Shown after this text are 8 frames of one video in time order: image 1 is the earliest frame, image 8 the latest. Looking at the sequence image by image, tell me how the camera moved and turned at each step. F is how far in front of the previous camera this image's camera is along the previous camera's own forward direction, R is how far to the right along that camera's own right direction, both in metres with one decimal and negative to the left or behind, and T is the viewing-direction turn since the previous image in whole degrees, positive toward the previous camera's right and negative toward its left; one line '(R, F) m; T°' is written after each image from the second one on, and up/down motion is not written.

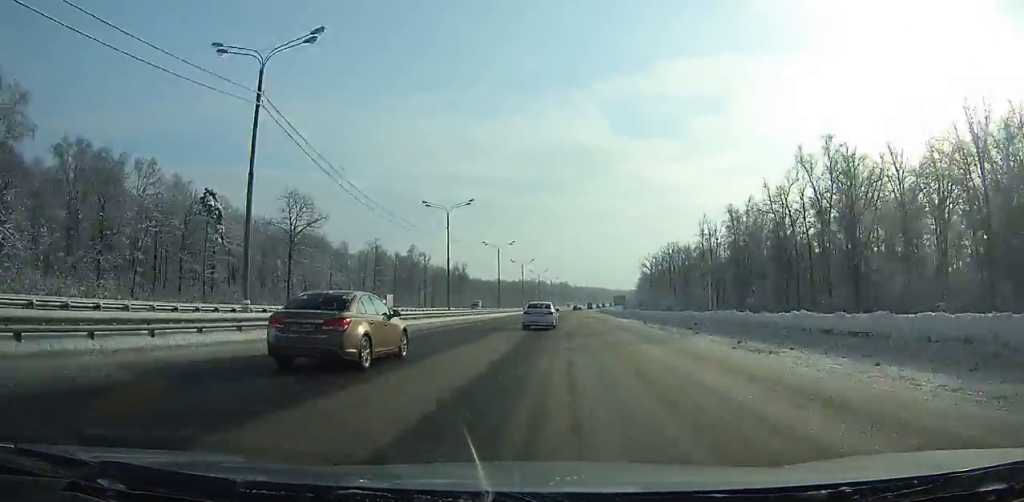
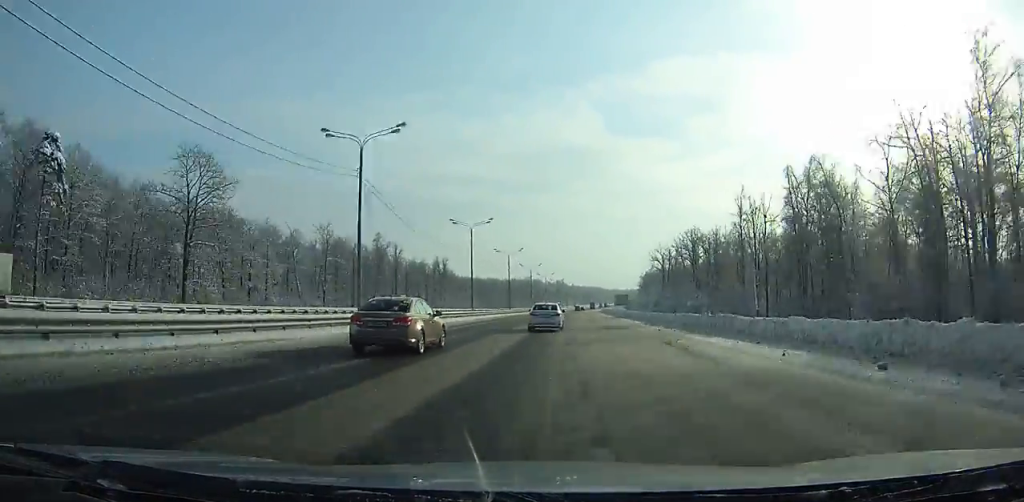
(0.0, +30.4) m; +1°
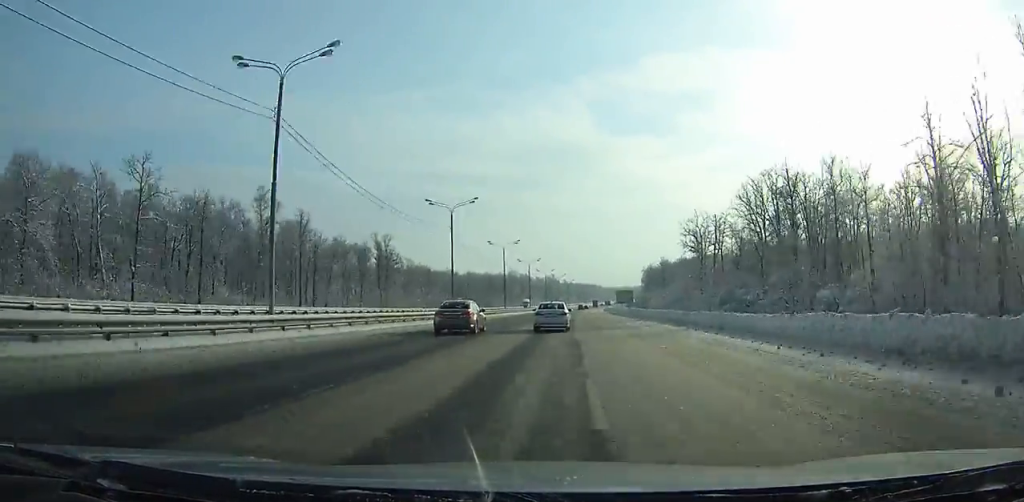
(+0.7, +58.0) m; +1°
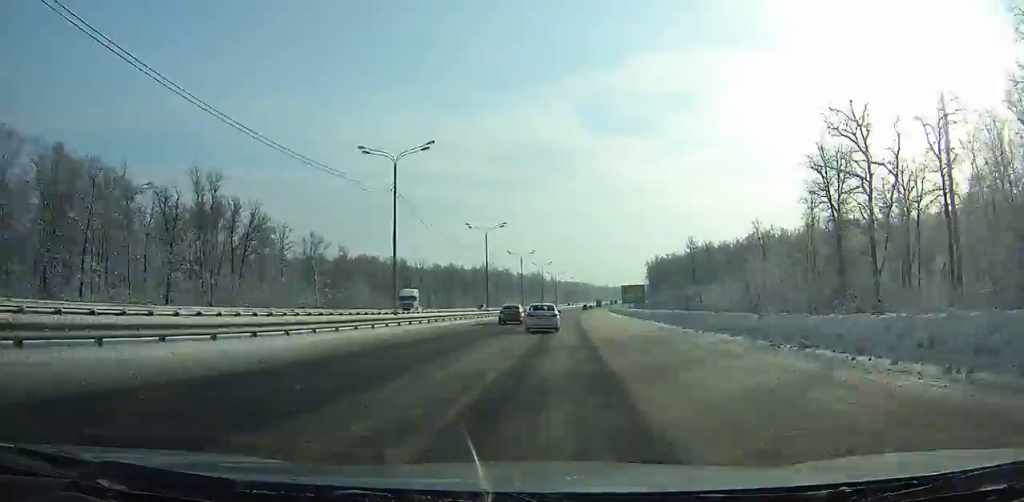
(+0.6, +72.8) m; +1°
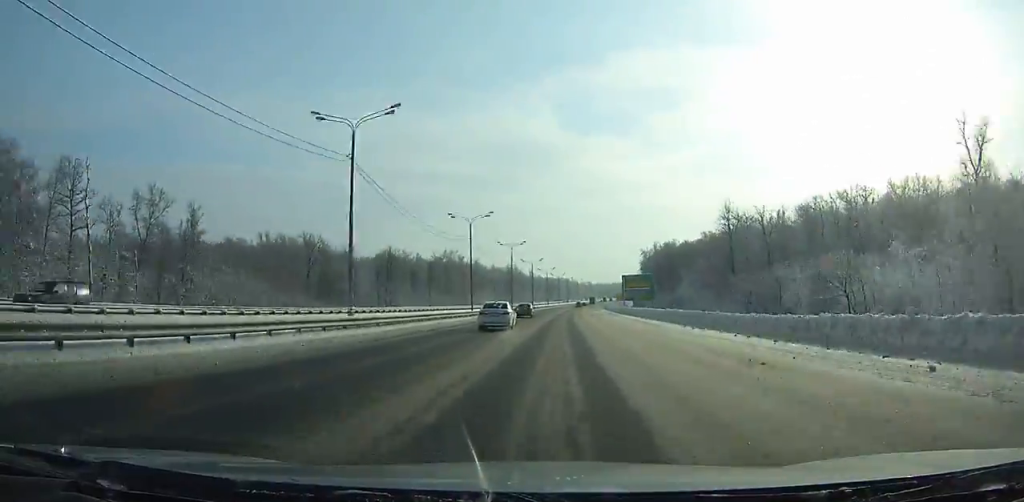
(+0.6, +53.8) m; +1°
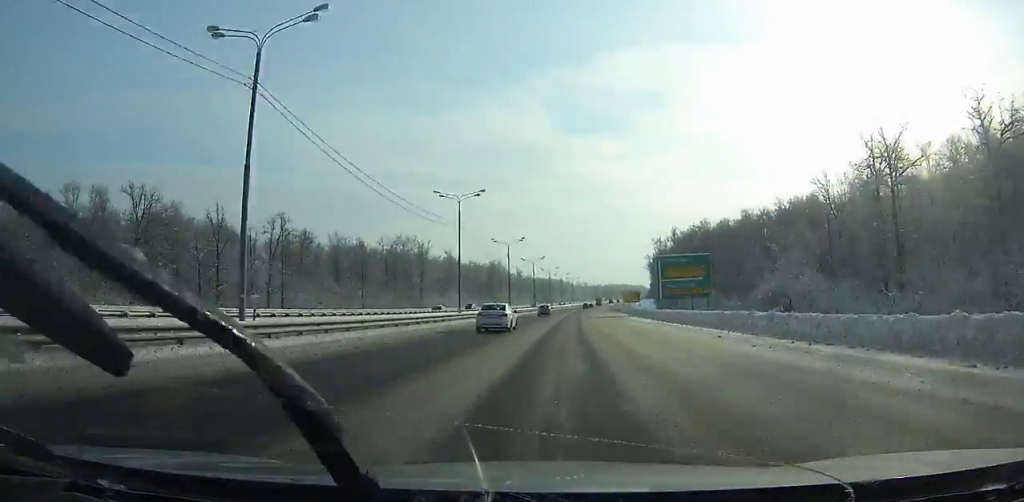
(+0.7, +58.8) m; +1°
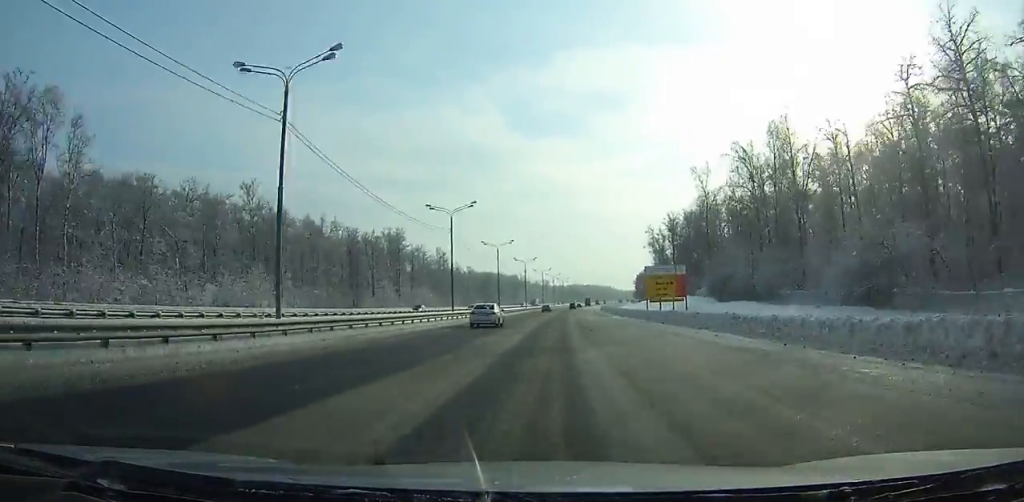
(+3.3, +129.4) m; +3°
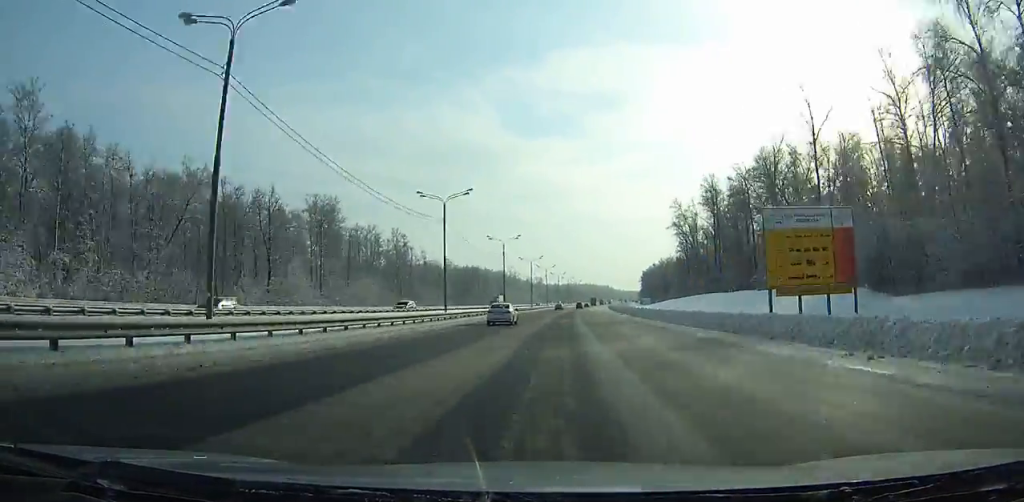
(+0.6, +53.0) m; +1°
